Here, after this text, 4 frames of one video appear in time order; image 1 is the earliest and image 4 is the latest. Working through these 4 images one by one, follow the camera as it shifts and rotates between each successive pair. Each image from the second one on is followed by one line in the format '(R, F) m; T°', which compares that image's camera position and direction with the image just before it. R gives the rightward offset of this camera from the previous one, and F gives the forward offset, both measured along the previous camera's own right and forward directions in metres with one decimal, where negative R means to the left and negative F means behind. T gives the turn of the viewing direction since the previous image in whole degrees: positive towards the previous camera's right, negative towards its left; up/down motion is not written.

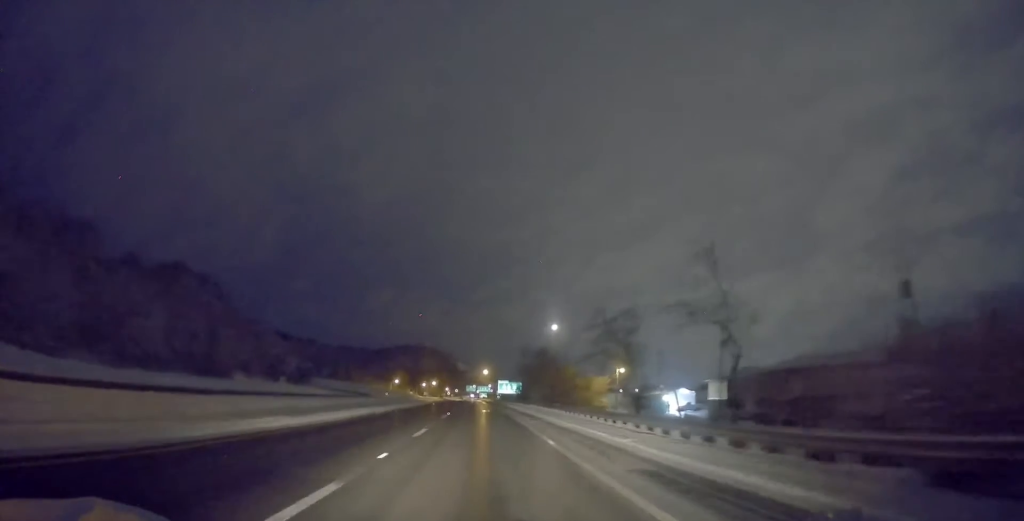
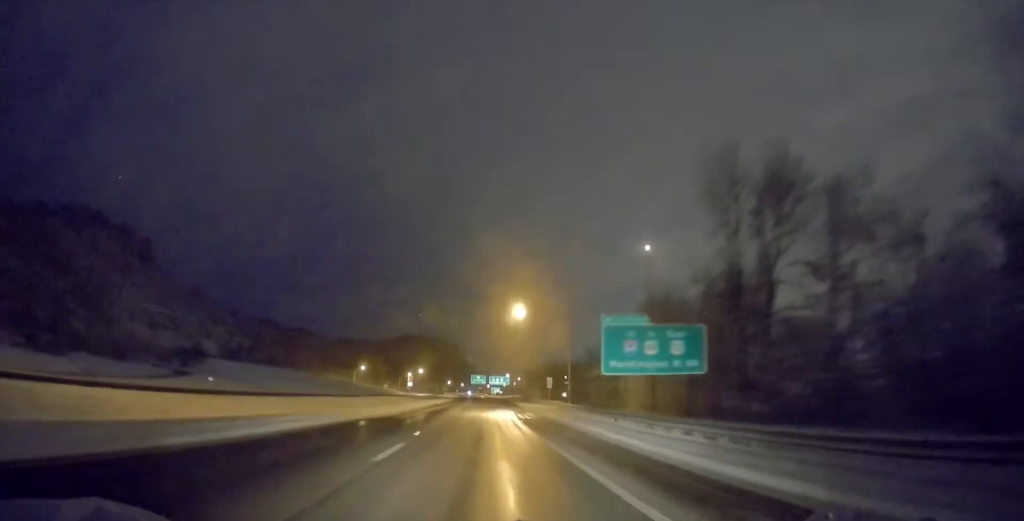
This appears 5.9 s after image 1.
(-2.7, +143.6) m; -2°
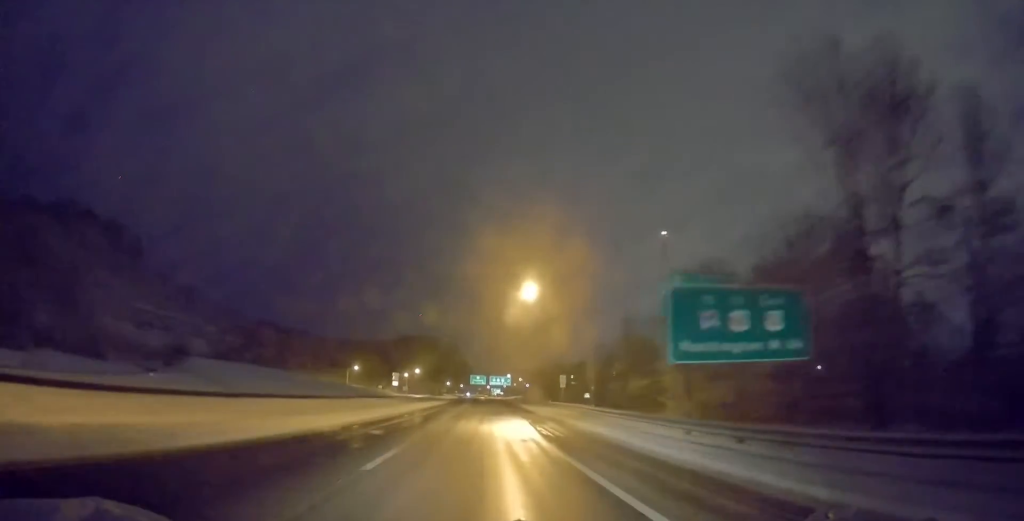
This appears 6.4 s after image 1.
(+0.1, +13.0) m; 0°
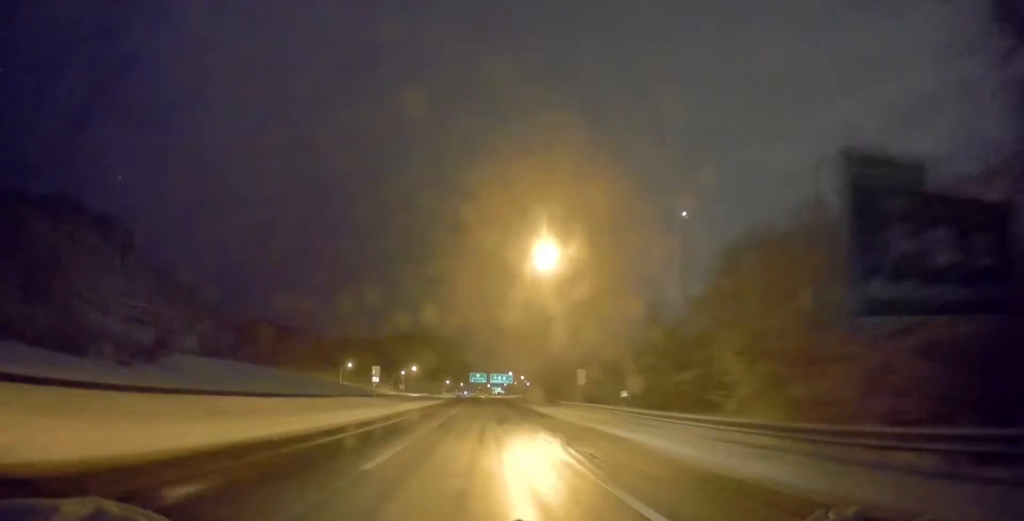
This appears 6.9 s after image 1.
(-0.3, +12.2) m; 0°
